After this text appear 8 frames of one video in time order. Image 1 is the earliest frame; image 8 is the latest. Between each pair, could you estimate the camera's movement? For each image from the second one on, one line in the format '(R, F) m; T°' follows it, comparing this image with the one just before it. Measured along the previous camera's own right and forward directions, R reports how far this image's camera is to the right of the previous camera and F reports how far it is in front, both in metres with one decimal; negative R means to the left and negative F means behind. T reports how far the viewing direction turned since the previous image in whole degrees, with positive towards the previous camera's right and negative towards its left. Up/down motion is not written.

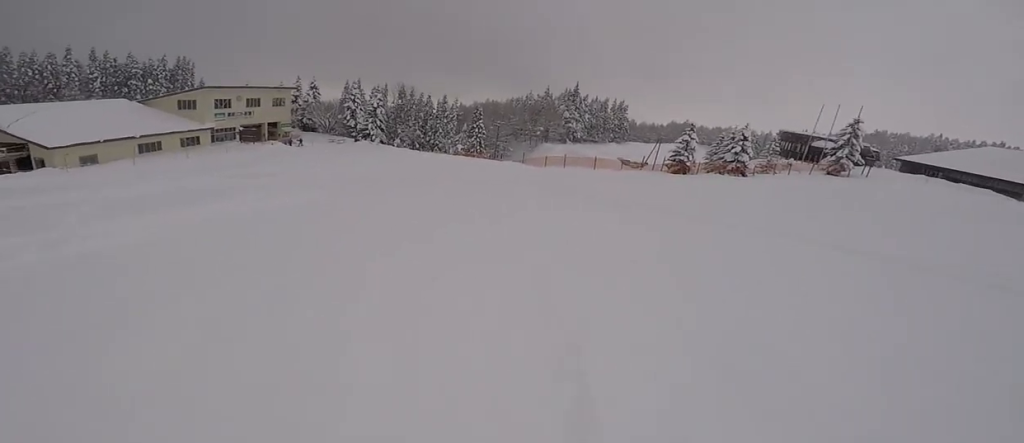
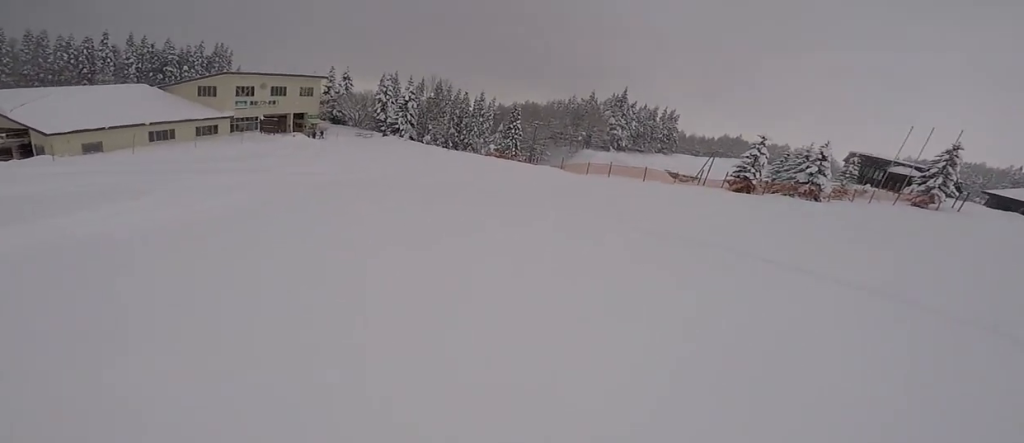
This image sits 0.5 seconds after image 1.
(+0.3, +5.4) m; -9°
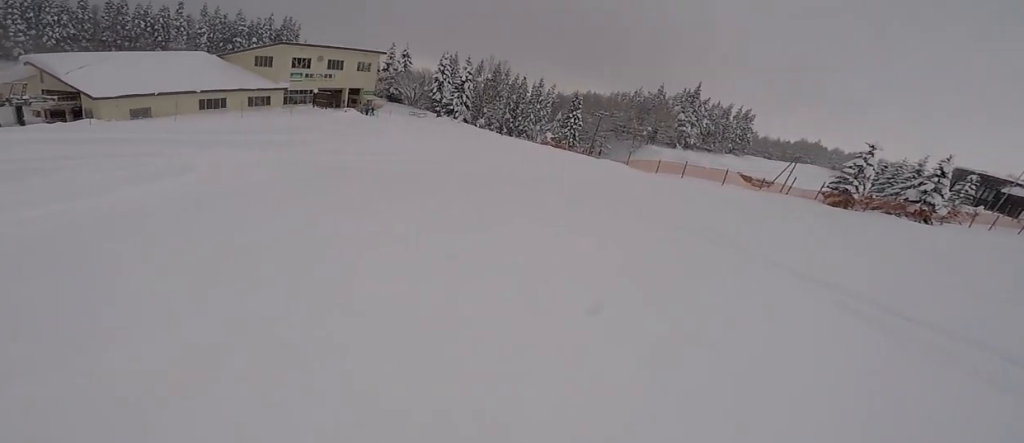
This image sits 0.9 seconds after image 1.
(-0.4, +4.2) m; -7°
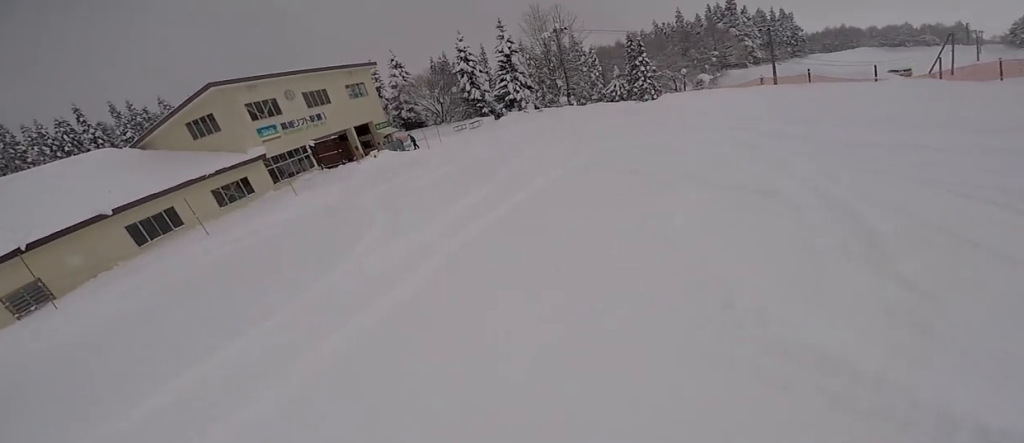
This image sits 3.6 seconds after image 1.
(-5.2, +24.1) m; +1°
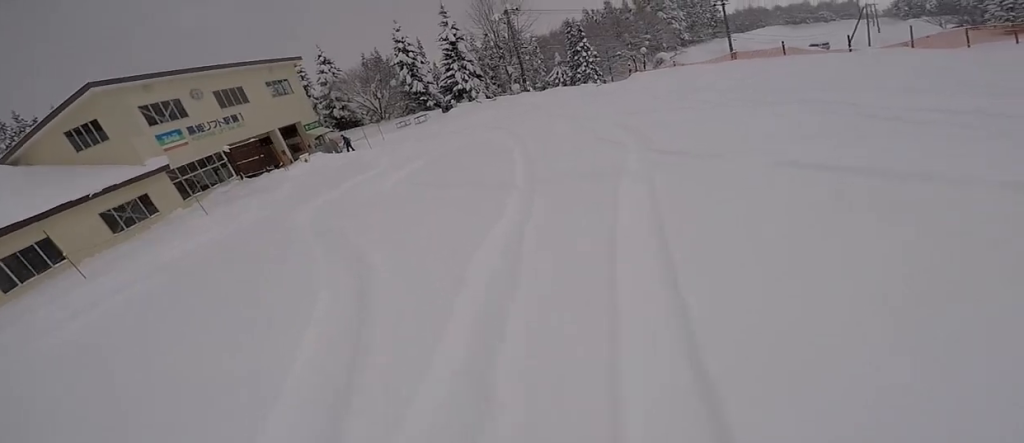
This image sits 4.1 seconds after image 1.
(+0.7, +3.8) m; +7°
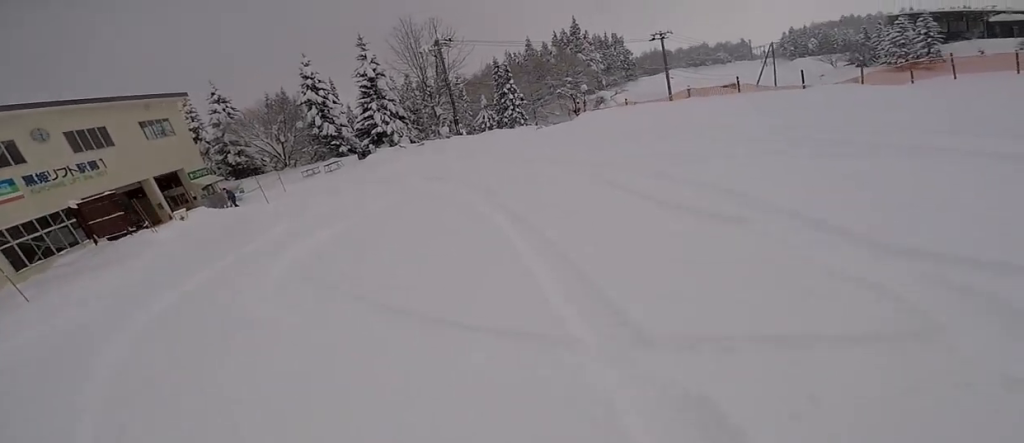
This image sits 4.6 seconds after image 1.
(+0.5, +3.9) m; +7°
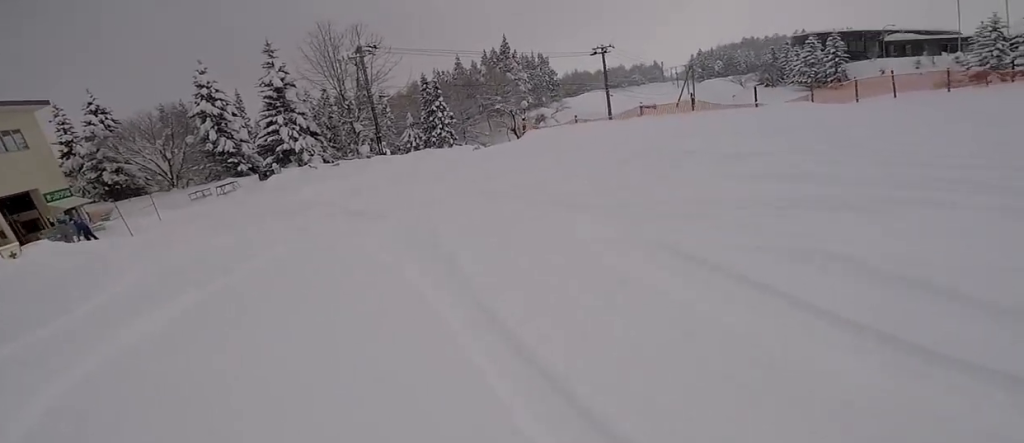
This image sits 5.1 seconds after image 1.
(0.0, +3.4) m; -3°
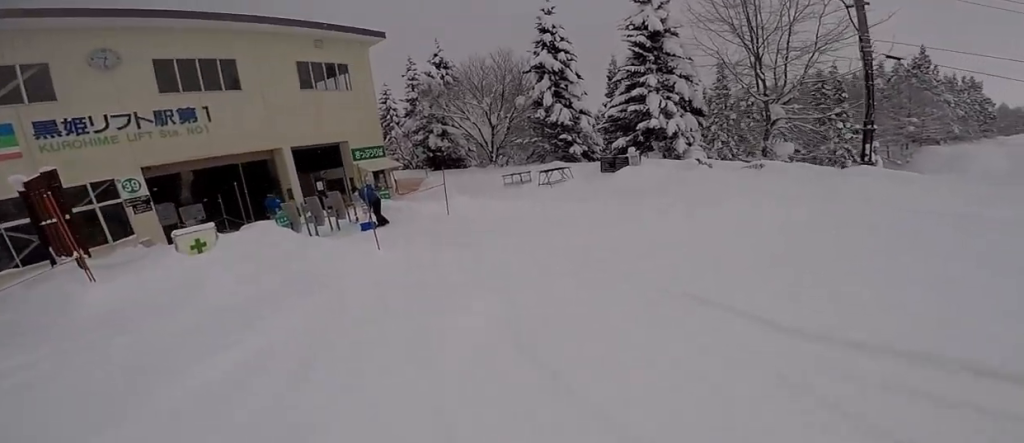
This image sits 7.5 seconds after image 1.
(-1.8, +12.9) m; -14°
